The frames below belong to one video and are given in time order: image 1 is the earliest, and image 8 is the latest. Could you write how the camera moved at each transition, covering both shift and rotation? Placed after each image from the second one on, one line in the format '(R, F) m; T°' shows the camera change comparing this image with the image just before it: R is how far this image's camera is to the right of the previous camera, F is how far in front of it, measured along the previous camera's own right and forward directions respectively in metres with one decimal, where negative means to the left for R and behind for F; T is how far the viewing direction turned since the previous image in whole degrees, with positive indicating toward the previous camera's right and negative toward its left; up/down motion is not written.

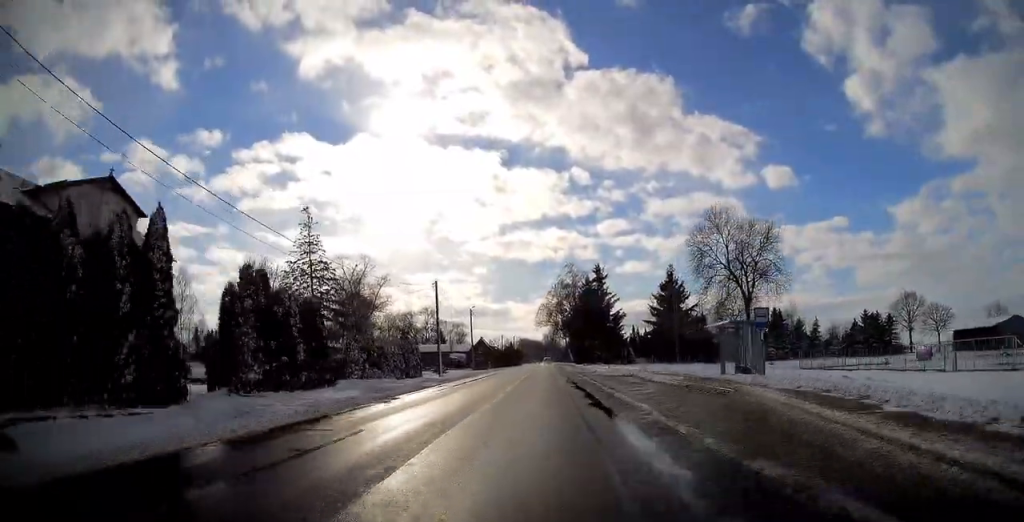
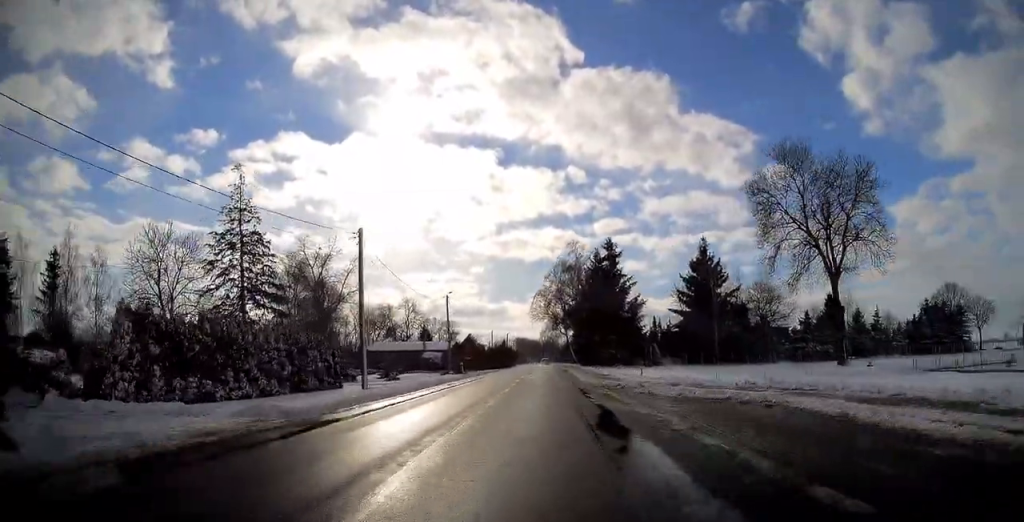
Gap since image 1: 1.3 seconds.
(-0.1, +21.7) m; 0°
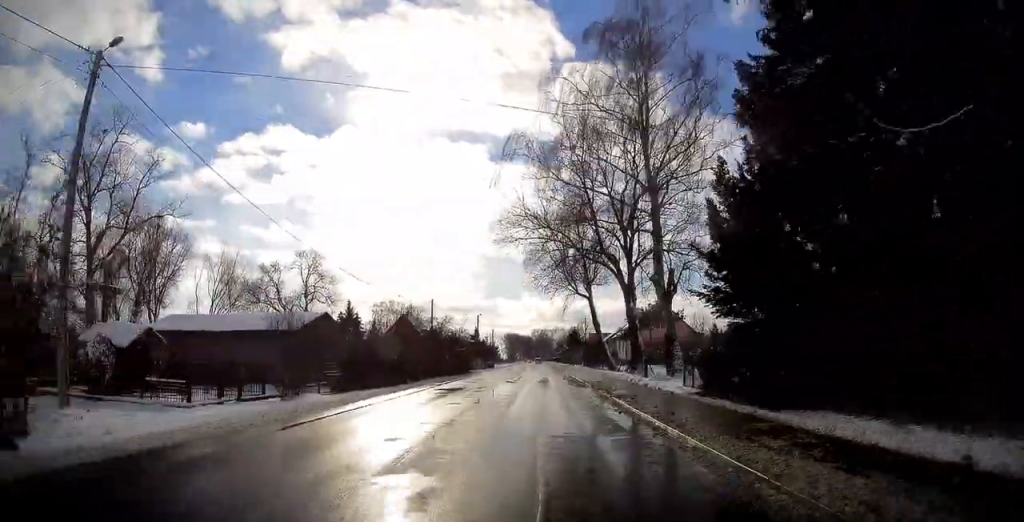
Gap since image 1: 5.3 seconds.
(+0.2, +64.2) m; 0°
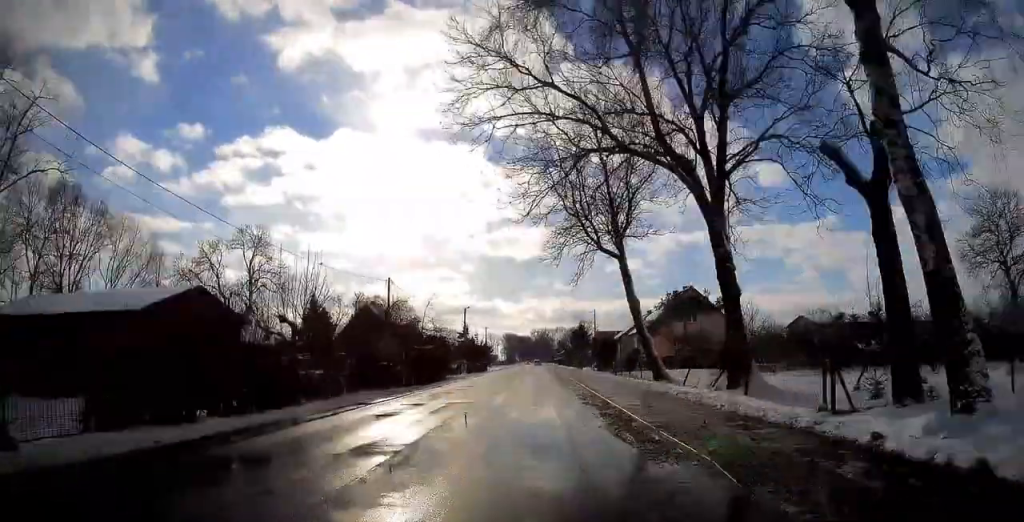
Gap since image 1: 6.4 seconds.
(0.0, +18.4) m; 0°
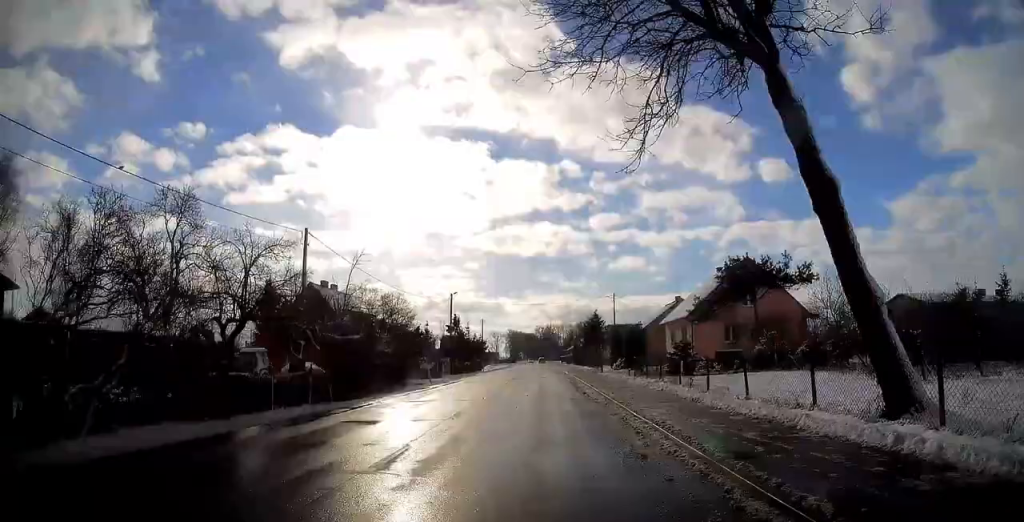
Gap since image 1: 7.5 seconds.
(-0.1, +17.9) m; 0°
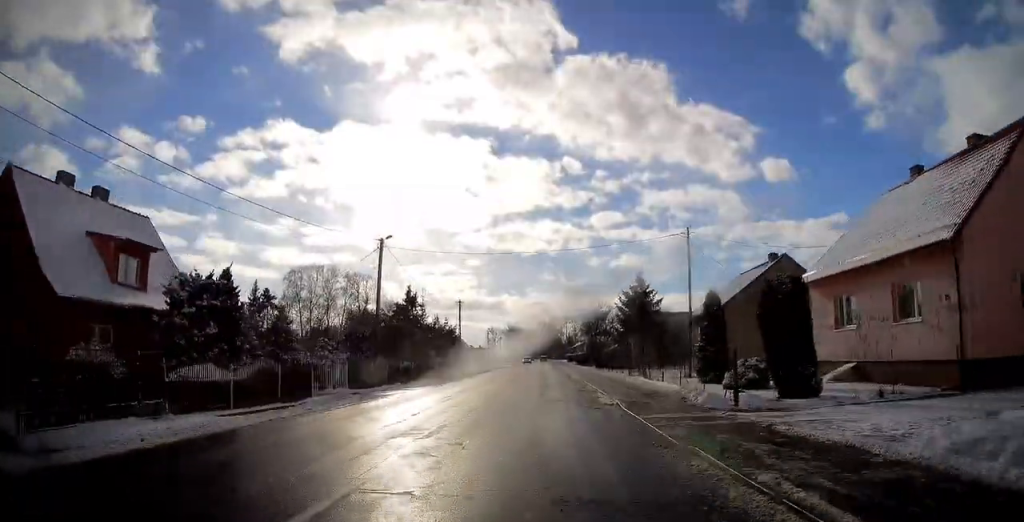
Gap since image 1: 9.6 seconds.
(0.0, +33.5) m; 0°
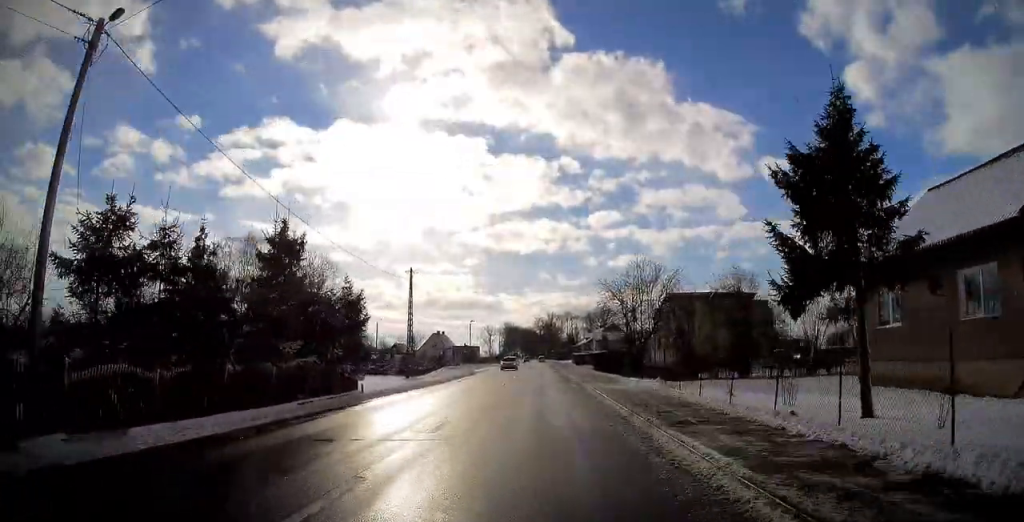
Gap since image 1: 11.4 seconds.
(0.0, +29.7) m; 0°
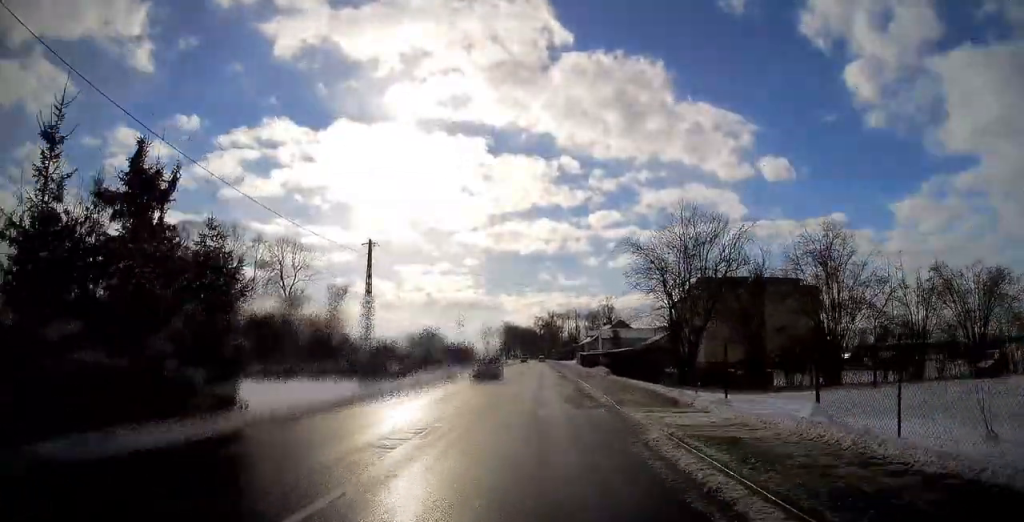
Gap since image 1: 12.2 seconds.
(0.0, +12.9) m; 0°
